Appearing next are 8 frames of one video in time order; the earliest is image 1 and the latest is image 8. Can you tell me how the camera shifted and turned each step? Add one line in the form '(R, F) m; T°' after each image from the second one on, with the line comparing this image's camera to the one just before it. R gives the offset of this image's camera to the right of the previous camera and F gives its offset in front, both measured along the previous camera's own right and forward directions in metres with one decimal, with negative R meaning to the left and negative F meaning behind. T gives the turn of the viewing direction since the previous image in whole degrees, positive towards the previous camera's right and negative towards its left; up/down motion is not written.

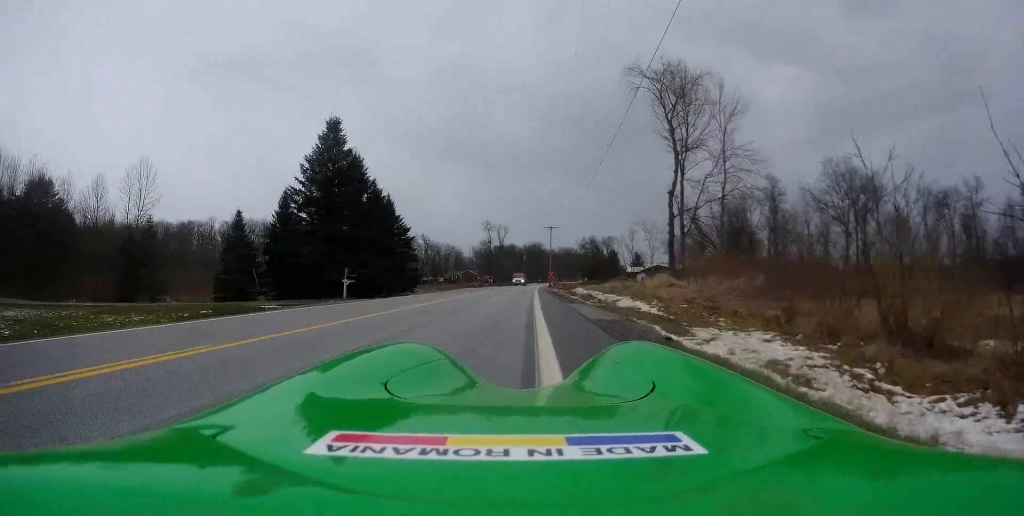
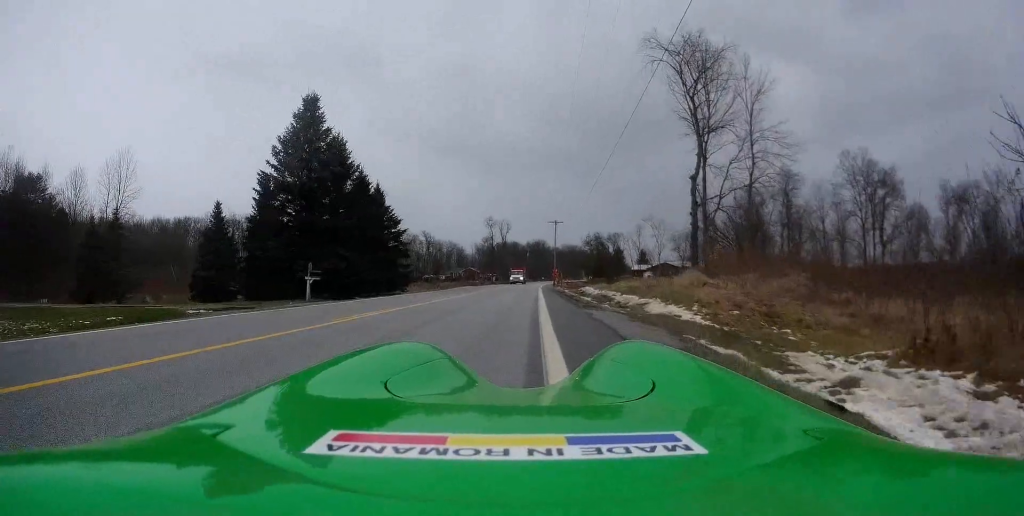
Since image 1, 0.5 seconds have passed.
(+0.4, +5.1) m; +2°
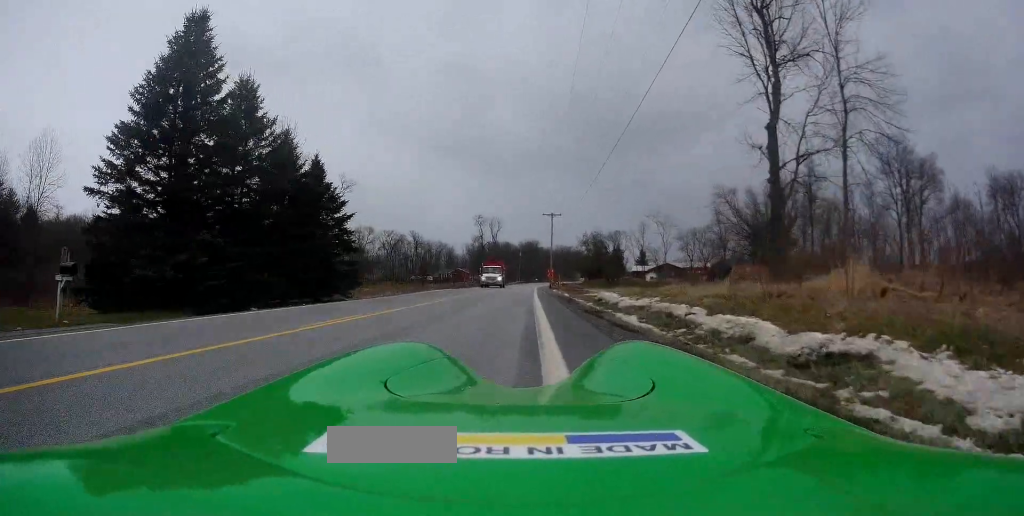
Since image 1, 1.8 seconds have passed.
(+0.3, +13.3) m; 0°
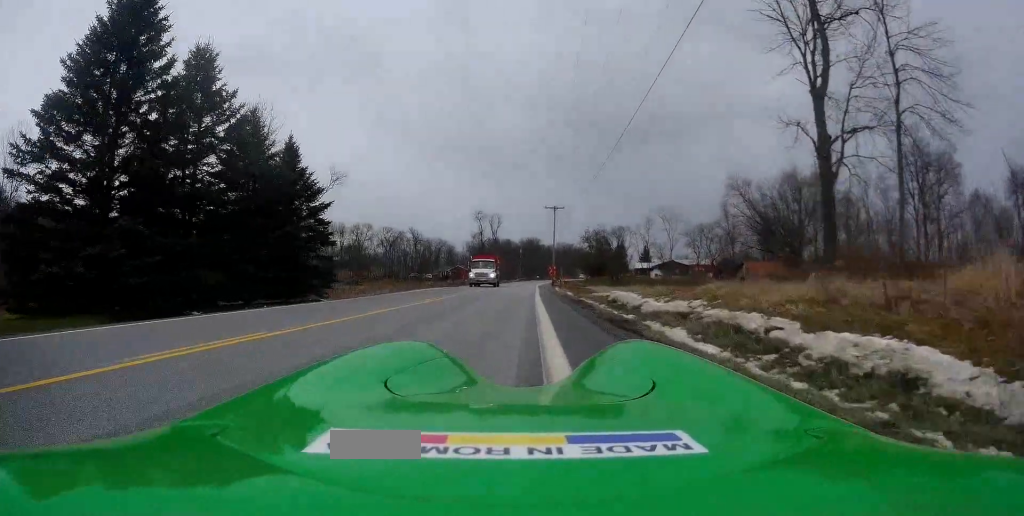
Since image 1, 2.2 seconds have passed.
(0.0, +4.3) m; -1°
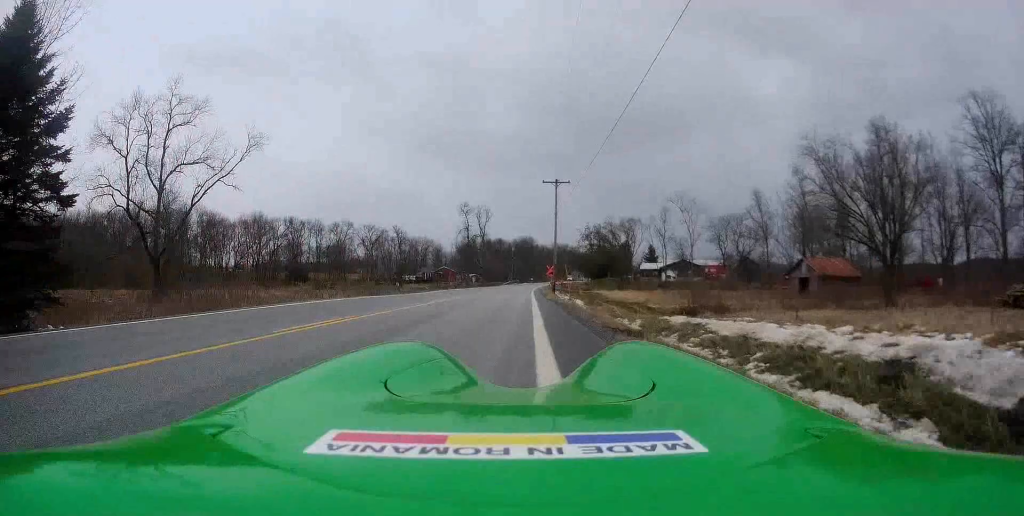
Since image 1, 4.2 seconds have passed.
(-0.4, +20.3) m; -1°
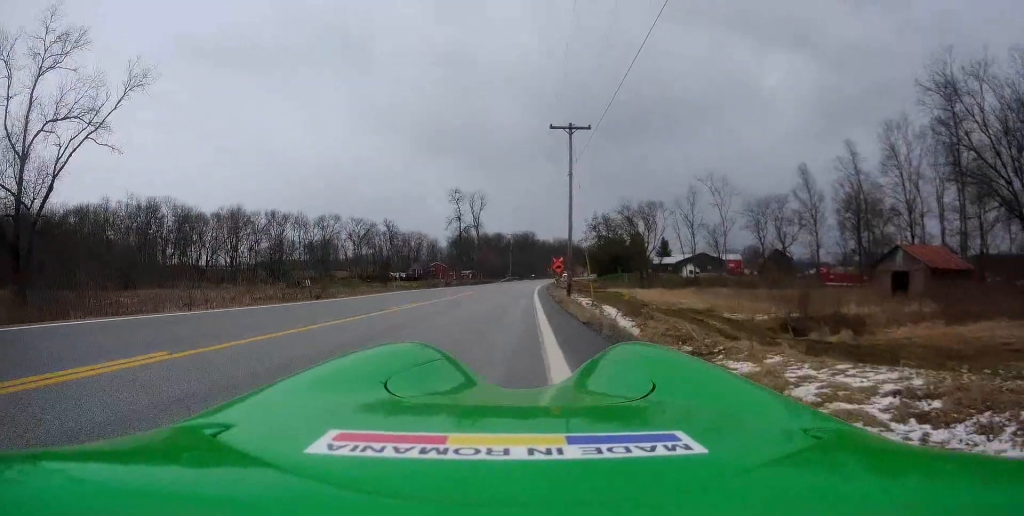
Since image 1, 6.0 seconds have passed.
(+0.2, +17.8) m; +3°
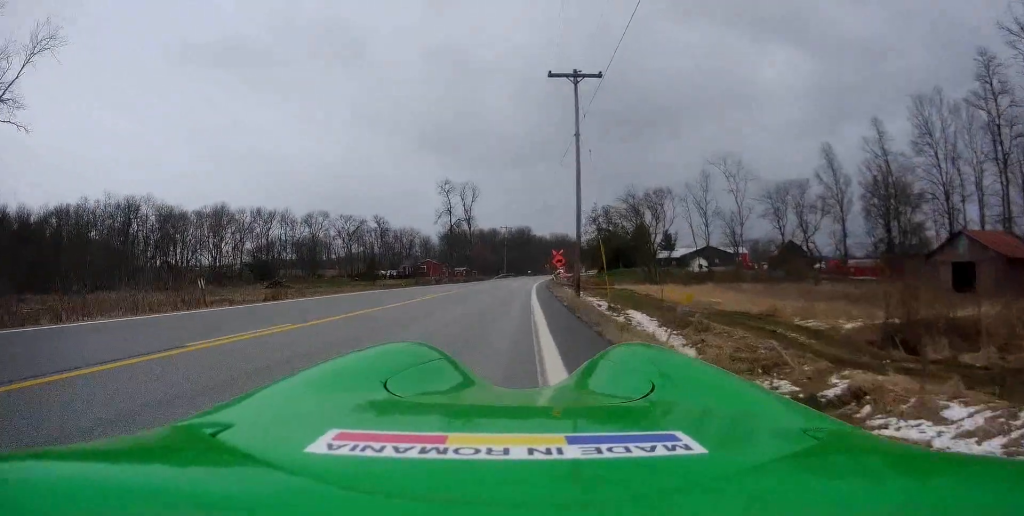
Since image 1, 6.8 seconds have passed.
(+0.3, +8.6) m; 0°
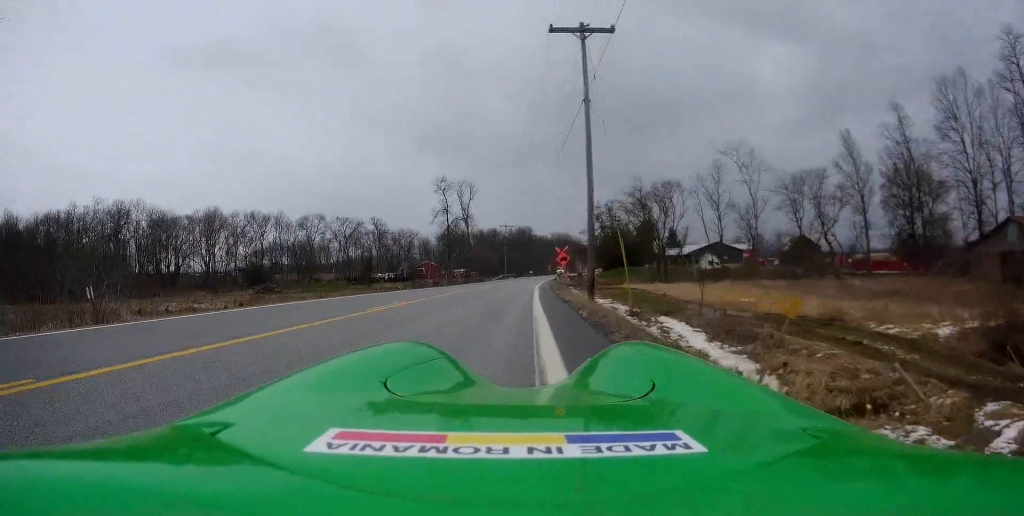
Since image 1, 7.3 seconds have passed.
(-0.1, +5.2) m; 0°
